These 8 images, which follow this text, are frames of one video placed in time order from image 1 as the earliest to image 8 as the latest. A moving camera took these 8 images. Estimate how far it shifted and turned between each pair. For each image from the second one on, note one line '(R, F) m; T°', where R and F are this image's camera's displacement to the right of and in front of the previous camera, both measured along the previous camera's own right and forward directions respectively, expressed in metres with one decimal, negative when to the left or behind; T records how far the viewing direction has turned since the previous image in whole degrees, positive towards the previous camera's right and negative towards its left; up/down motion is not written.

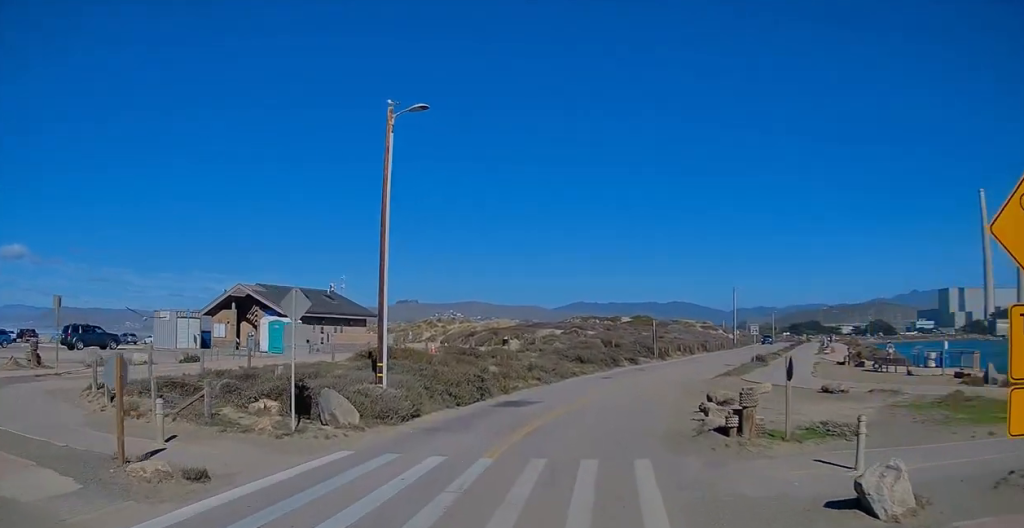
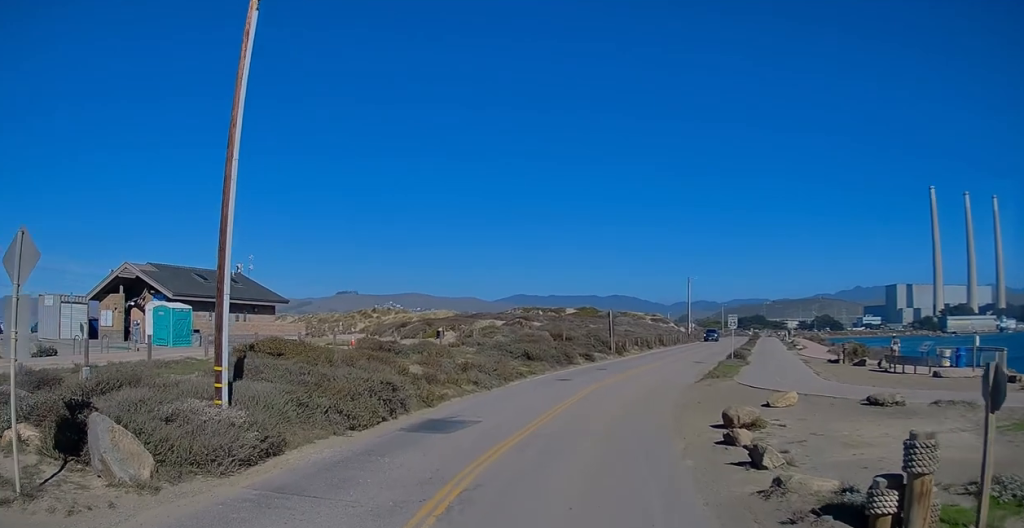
(-0.2, +8.1) m; +4°
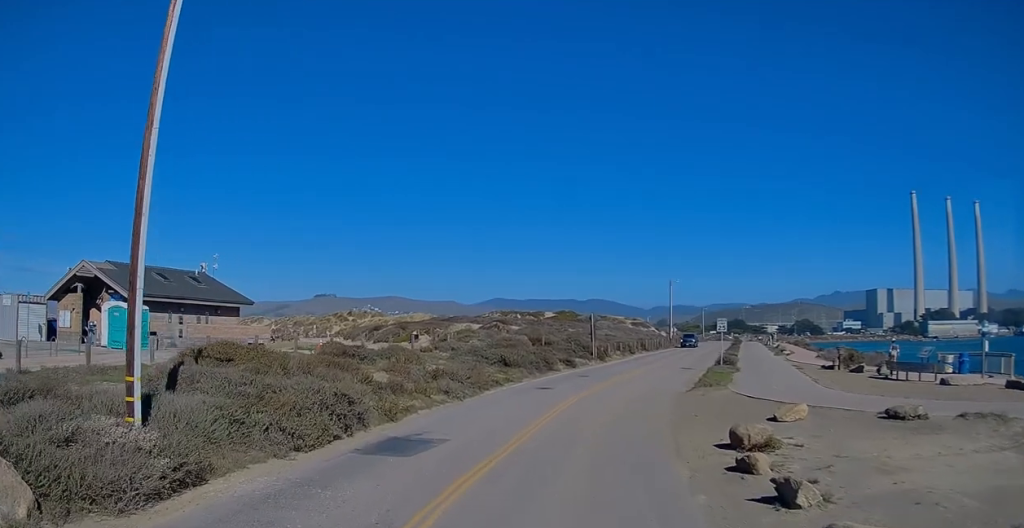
(+0.1, +2.1) m; +5°
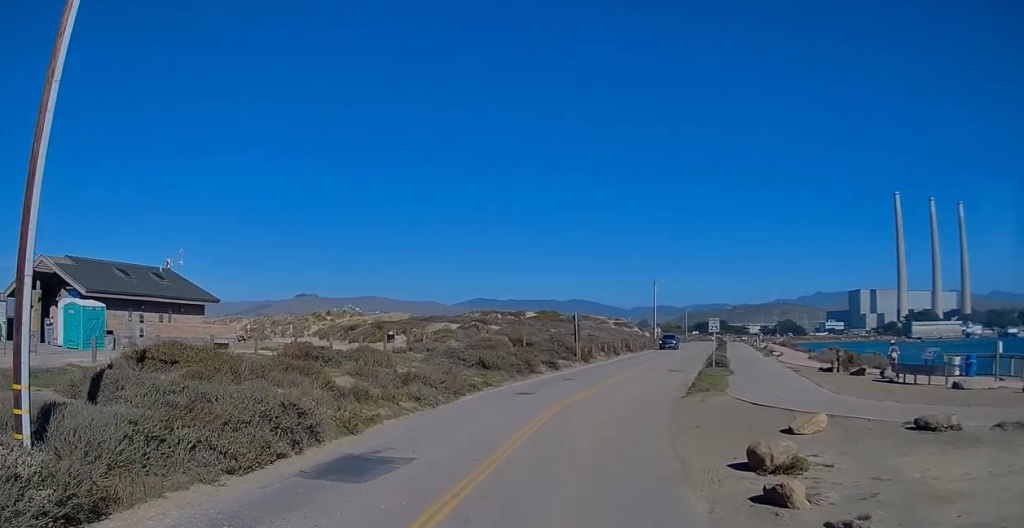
(+0.1, +2.3) m; +3°
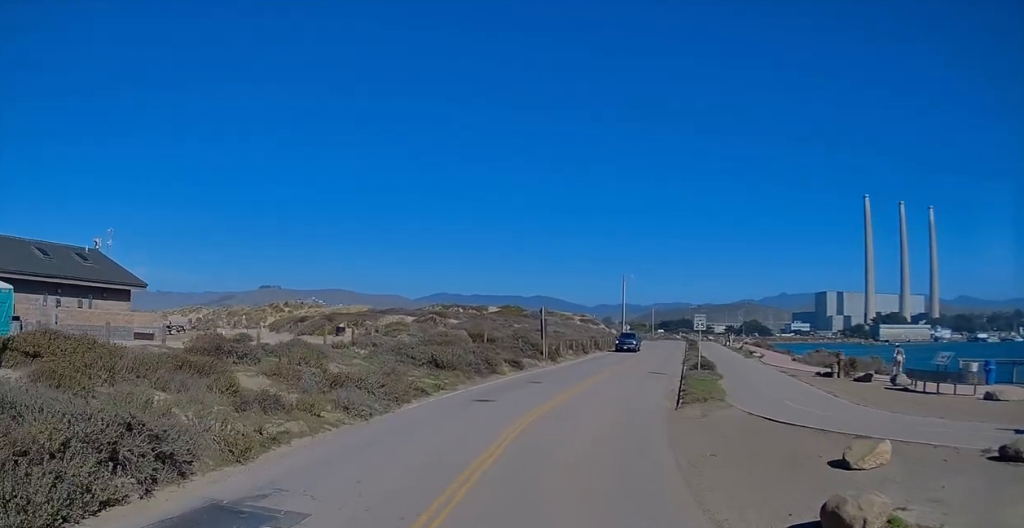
(+0.1, +4.6) m; +2°
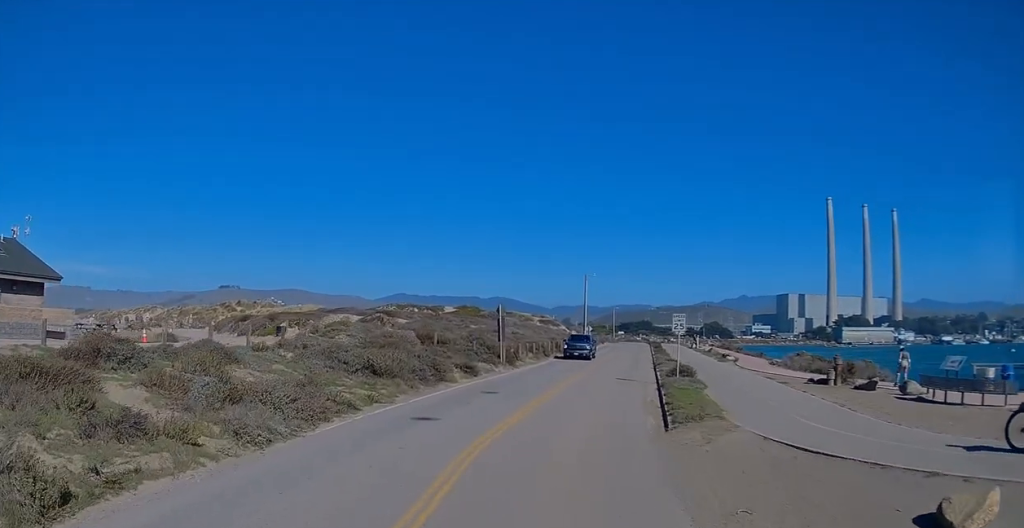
(0.0, +4.1) m; +4°
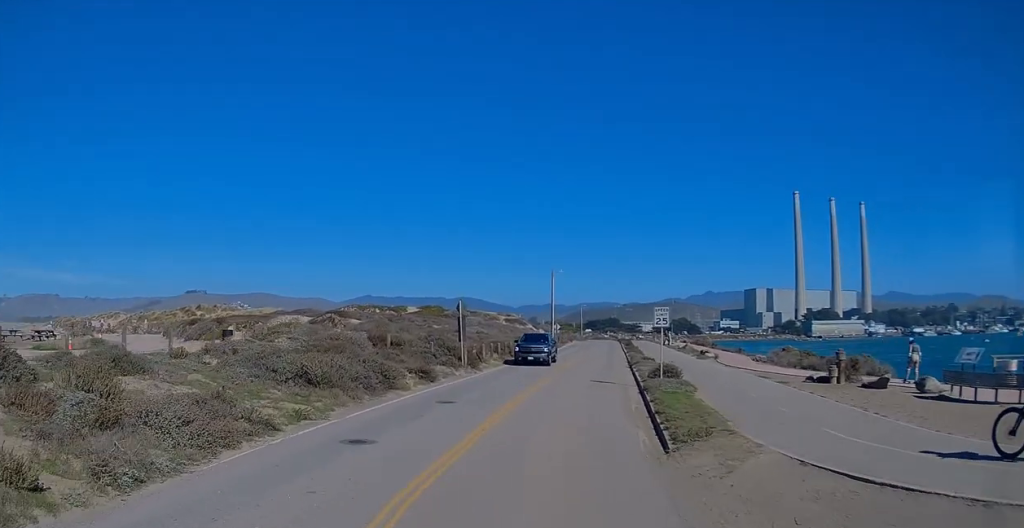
(+0.1, +3.2) m; +5°
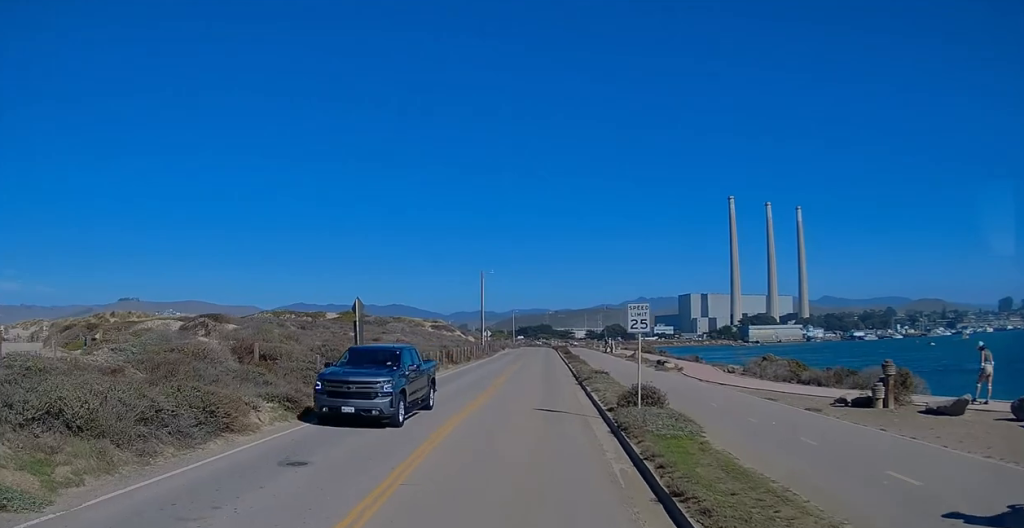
(+0.6, +7.8) m; +4°
